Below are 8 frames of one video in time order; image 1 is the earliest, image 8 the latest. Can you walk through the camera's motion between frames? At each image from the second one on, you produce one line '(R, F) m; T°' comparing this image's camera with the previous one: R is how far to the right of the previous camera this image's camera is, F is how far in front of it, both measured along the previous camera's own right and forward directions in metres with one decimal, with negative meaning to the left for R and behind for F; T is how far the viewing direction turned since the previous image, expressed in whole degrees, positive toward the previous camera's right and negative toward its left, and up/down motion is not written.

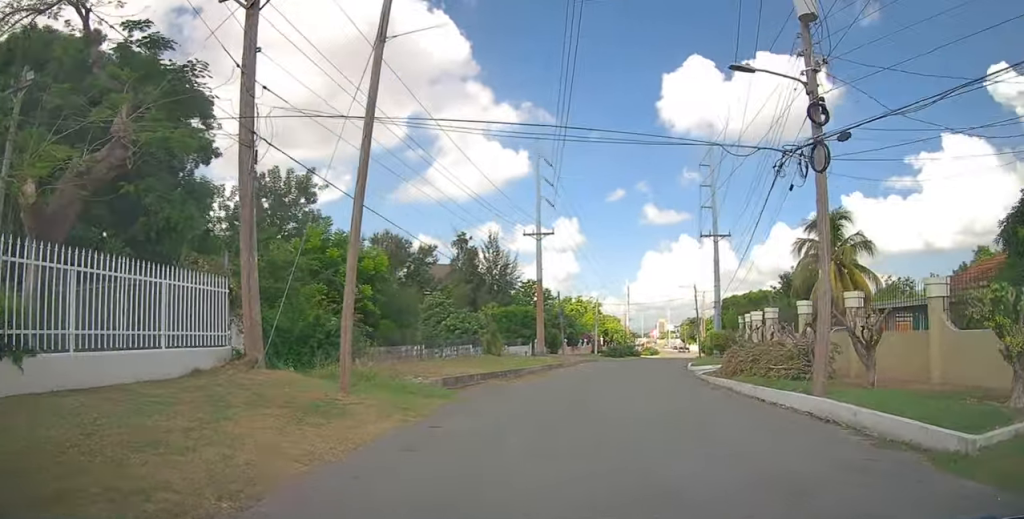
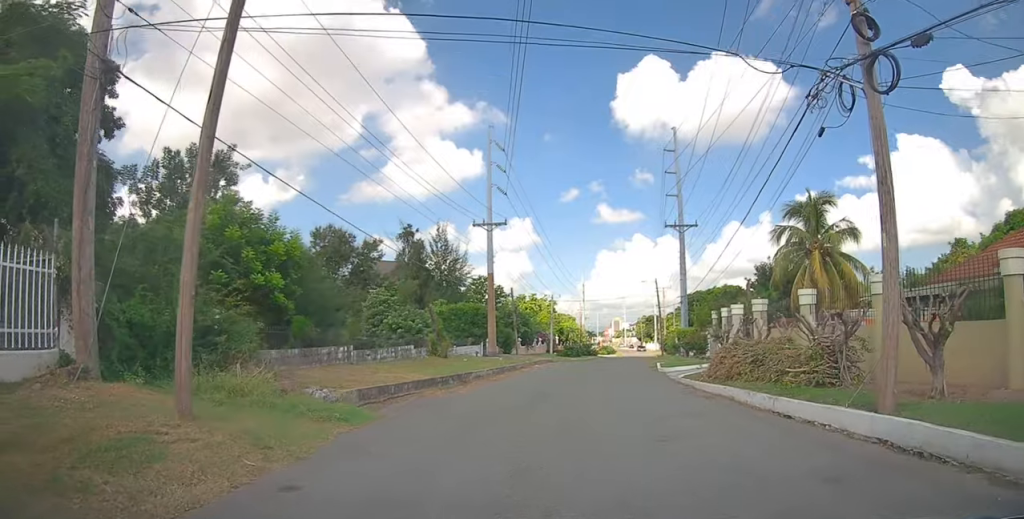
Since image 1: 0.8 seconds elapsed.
(+0.3, +3.9) m; +5°
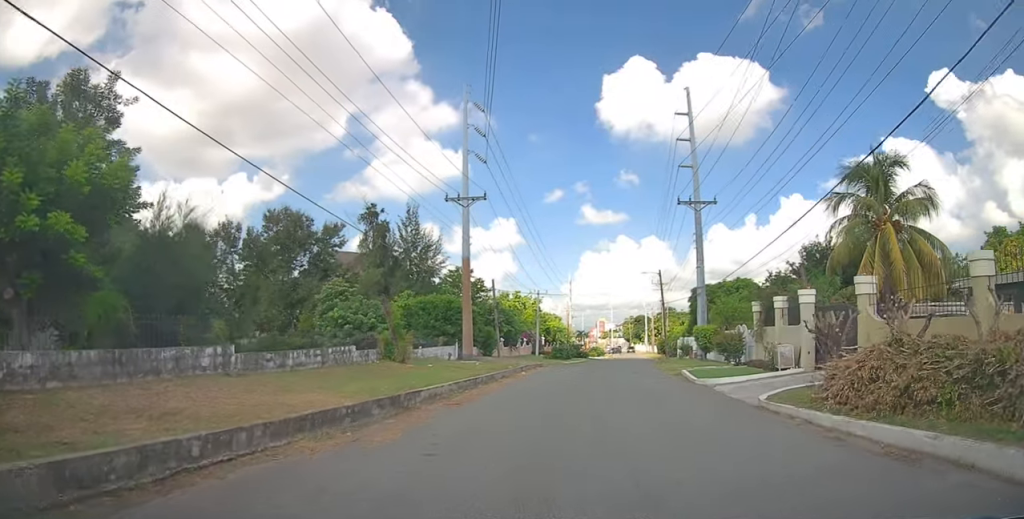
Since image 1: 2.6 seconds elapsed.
(+0.3, +8.2) m; +3°
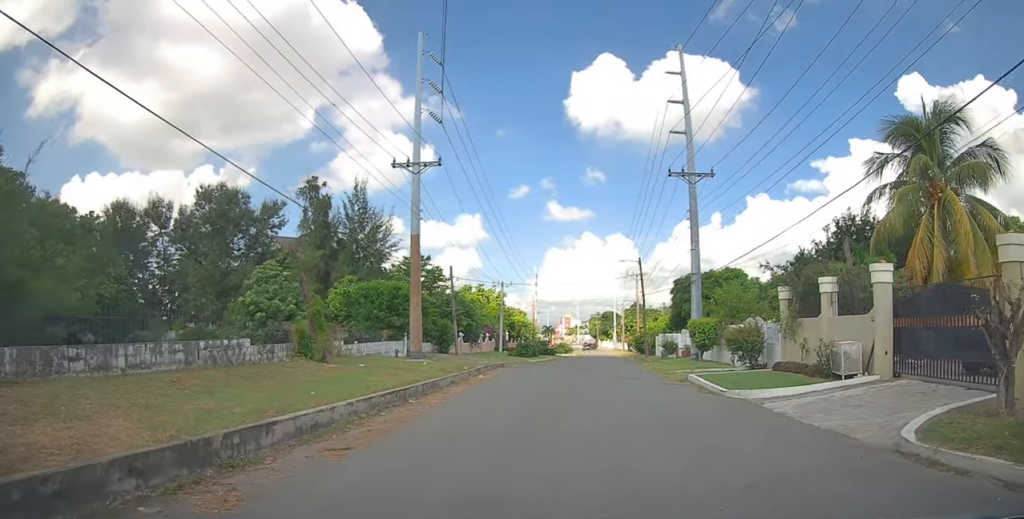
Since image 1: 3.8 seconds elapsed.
(+0.1, +6.2) m; +3°
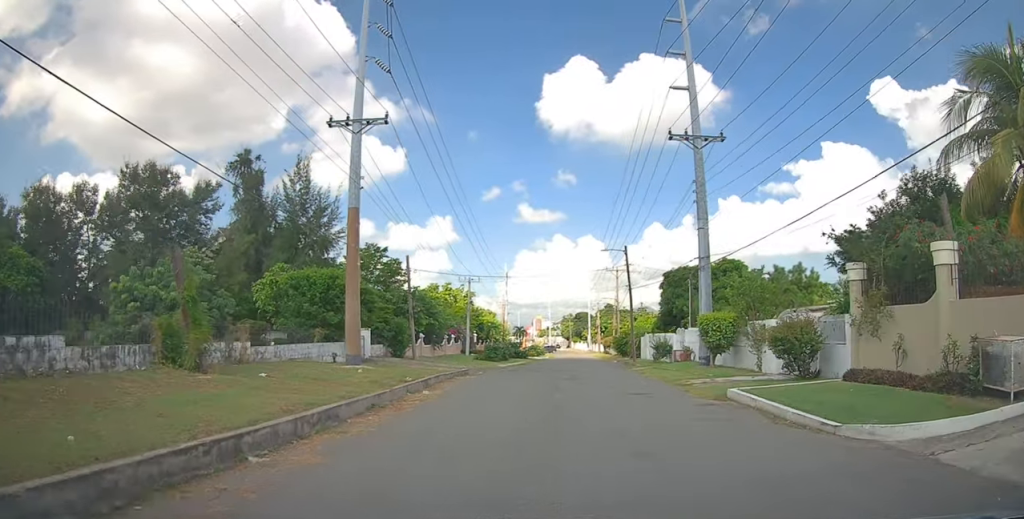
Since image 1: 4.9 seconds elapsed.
(+0.2, +6.2) m; +3°
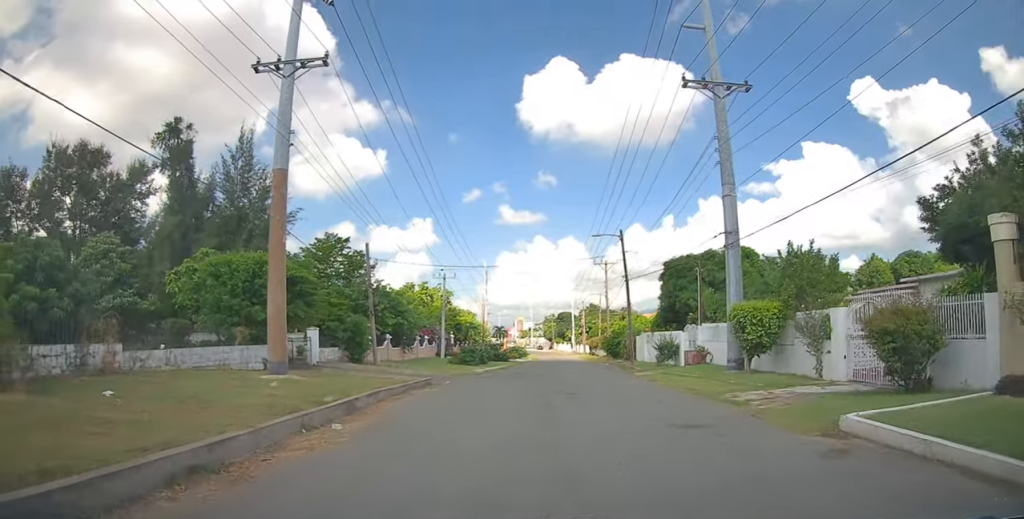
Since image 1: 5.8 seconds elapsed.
(+0.1, +5.6) m; +1°
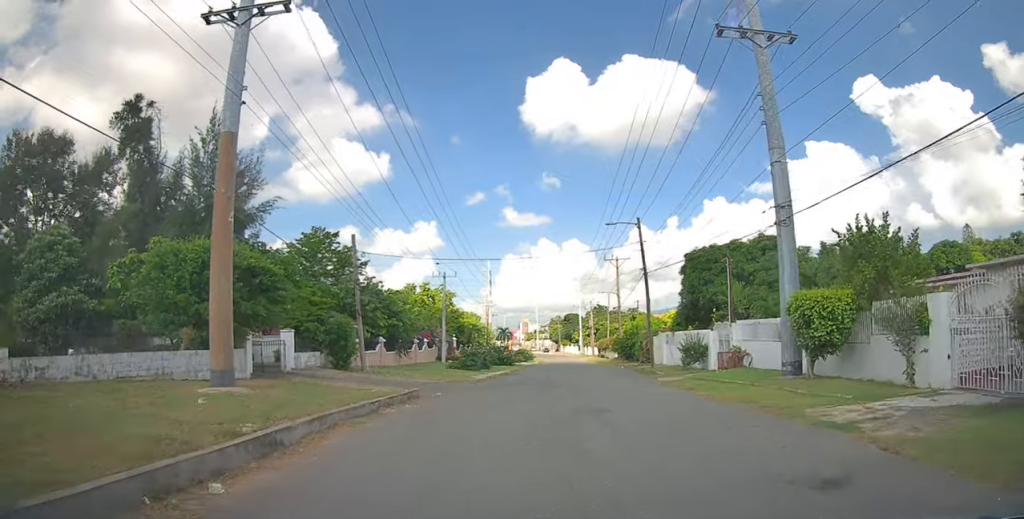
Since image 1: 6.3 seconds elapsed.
(0.0, +3.6) m; 0°
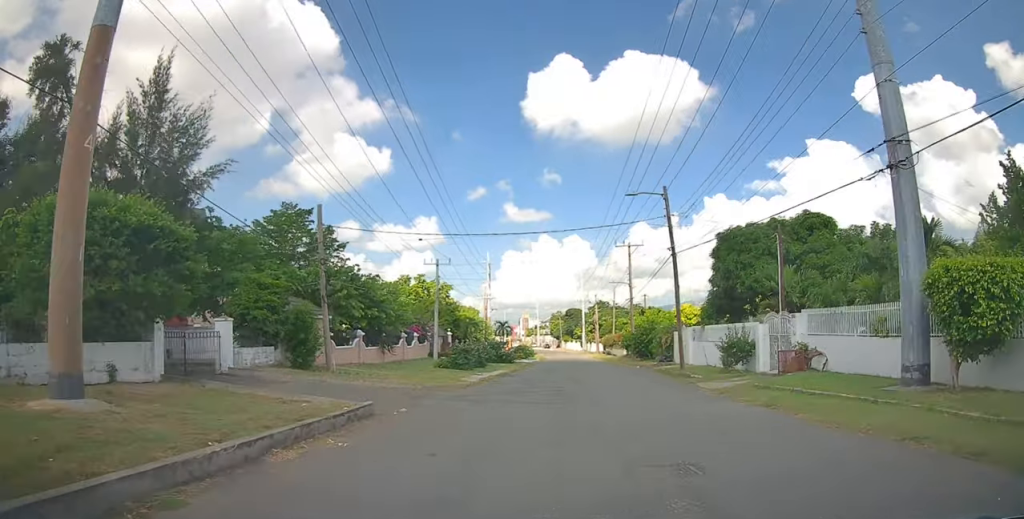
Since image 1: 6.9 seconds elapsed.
(+0.1, +5.6) m; 0°
